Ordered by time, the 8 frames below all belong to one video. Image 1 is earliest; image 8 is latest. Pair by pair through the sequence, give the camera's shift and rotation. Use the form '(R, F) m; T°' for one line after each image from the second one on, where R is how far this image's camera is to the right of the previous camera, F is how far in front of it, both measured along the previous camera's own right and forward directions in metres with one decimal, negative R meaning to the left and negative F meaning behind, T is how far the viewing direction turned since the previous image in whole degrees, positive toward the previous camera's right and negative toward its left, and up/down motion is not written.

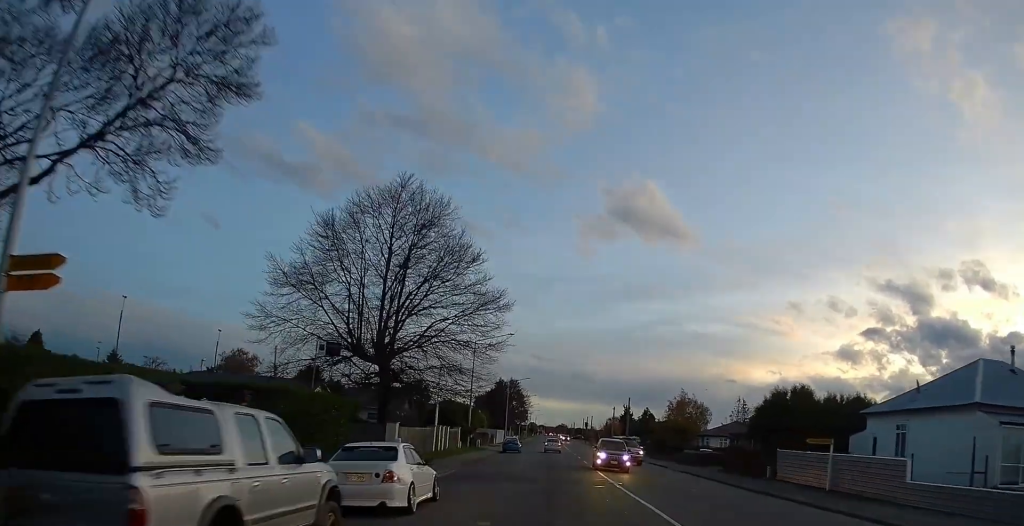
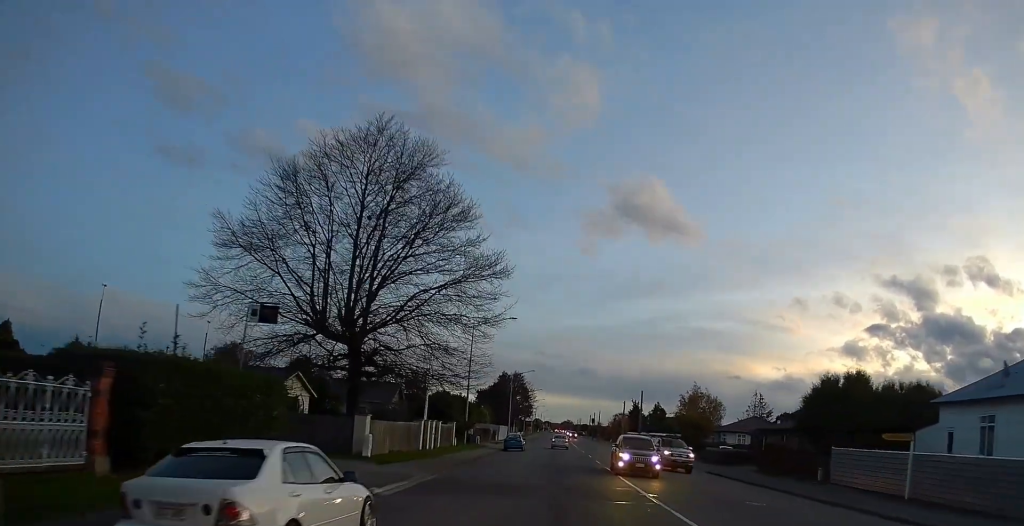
(+0.3, +6.7) m; 0°
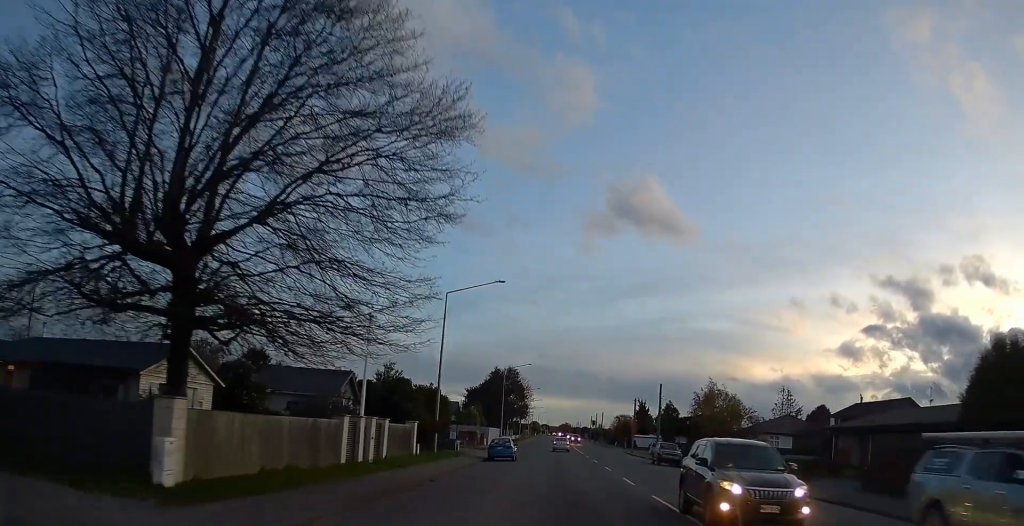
(-0.4, +14.4) m; +1°
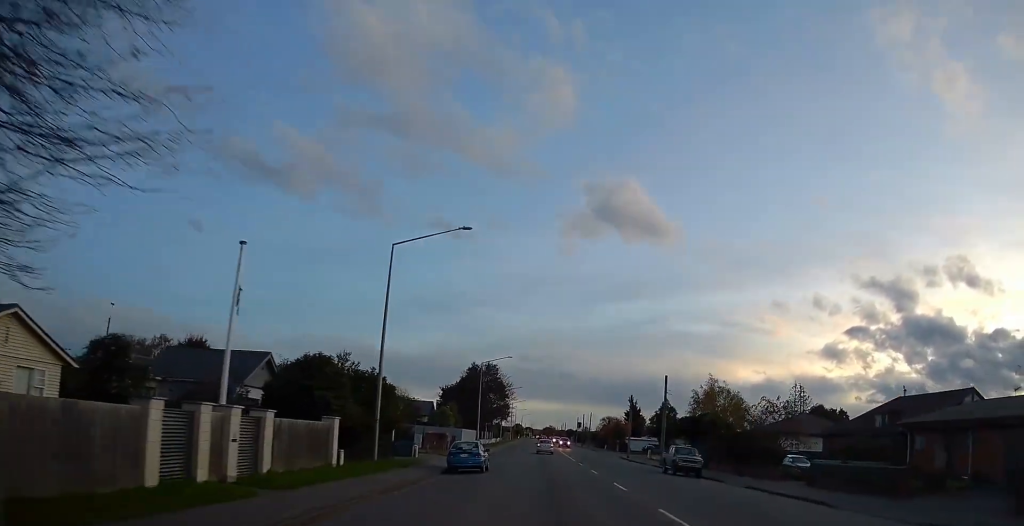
(+0.6, +11.2) m; +2°
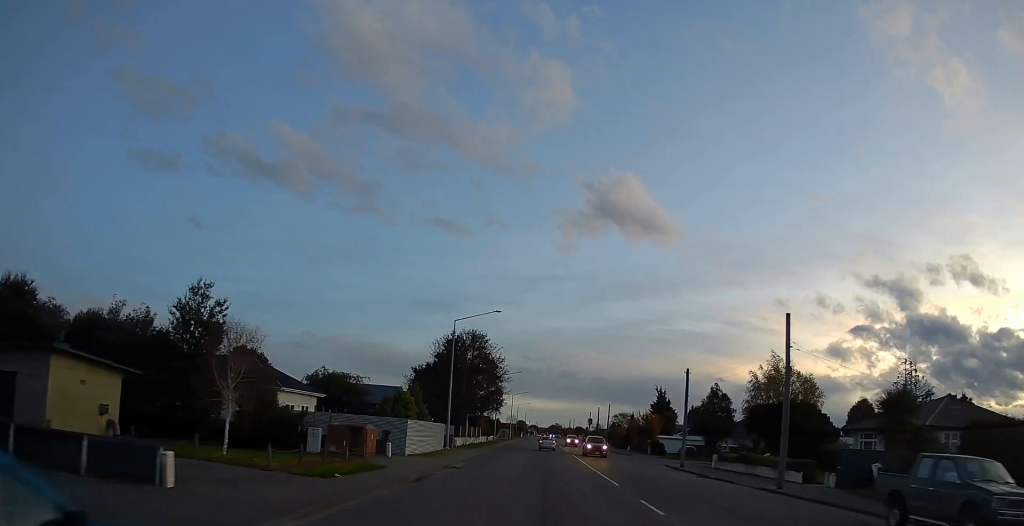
(-1.3, +27.5) m; -3°
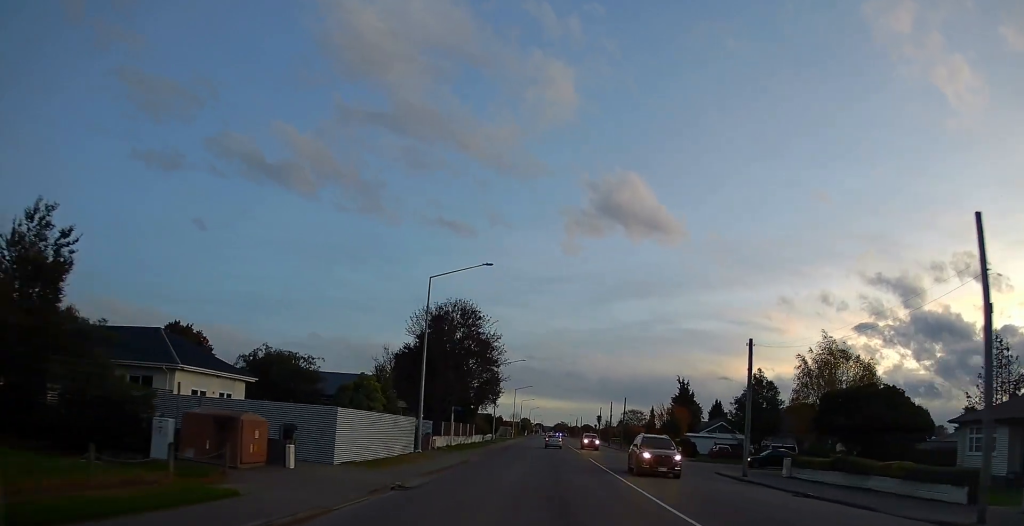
(+0.4, +13.9) m; 0°
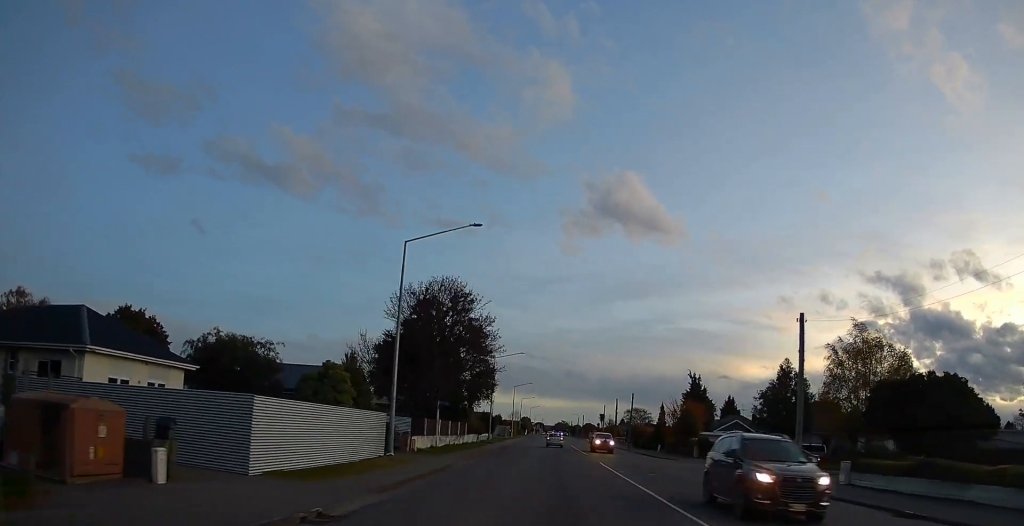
(-0.3, +7.0) m; 0°
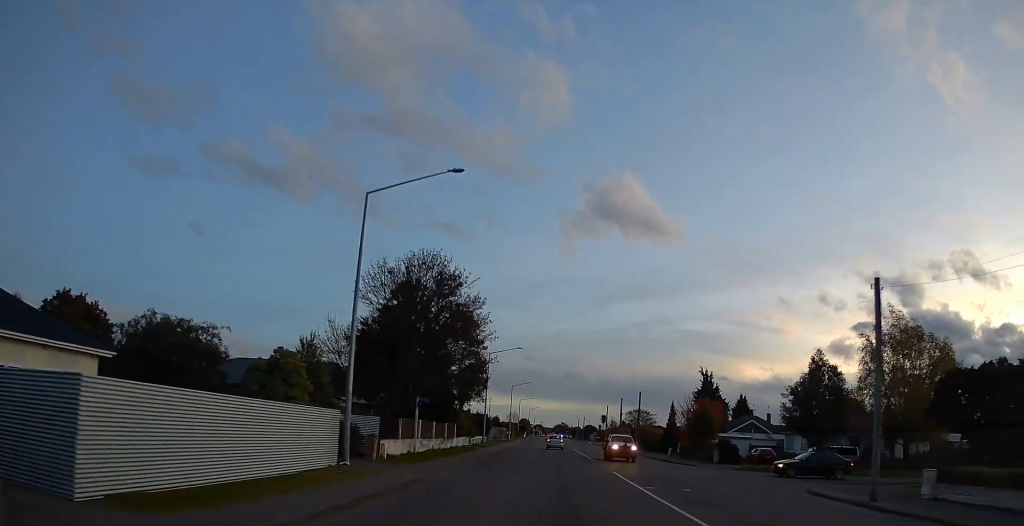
(-0.1, +6.6) m; 0°
